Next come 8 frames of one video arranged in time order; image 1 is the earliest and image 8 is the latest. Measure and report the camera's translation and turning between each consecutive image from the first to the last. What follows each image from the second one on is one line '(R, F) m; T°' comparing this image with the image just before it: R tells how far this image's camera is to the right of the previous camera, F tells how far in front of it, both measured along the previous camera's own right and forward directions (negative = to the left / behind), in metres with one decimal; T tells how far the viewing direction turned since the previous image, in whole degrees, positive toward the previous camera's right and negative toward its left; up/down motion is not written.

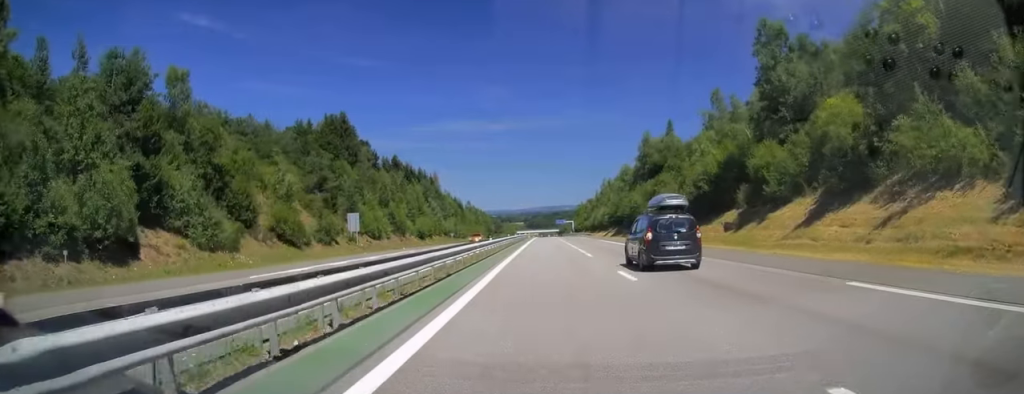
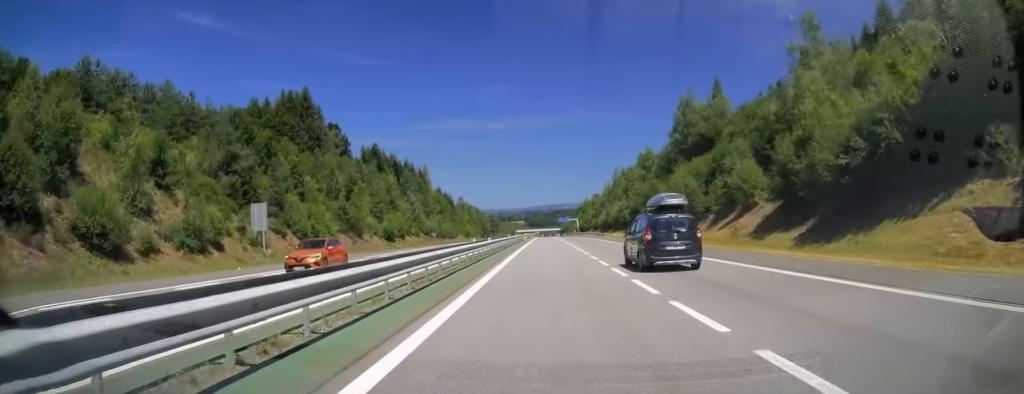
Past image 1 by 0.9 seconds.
(-0.1, +29.0) m; -1°
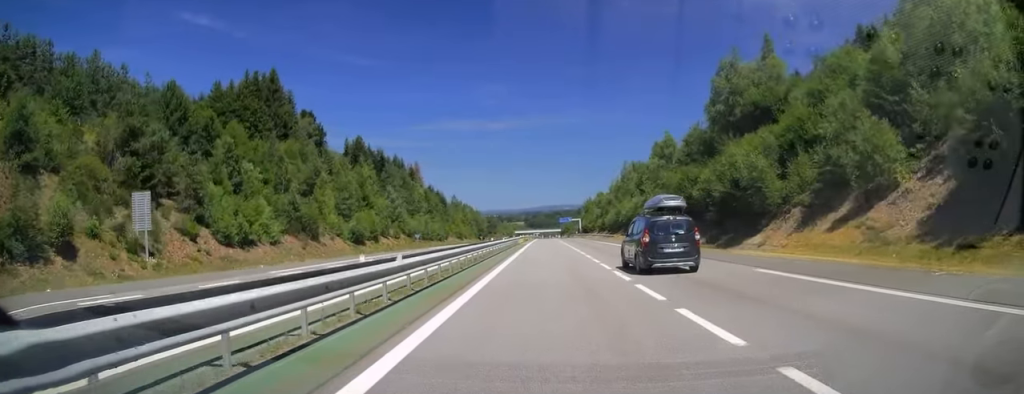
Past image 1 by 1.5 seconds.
(-0.2, +18.1) m; 0°
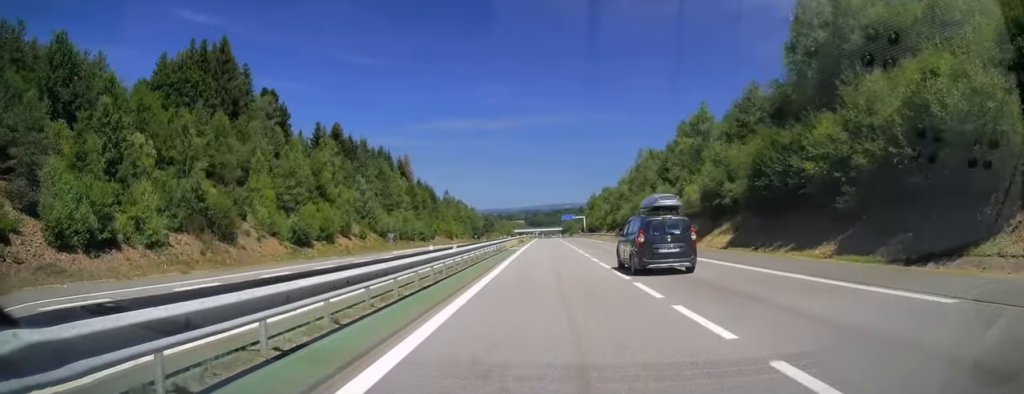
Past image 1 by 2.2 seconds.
(+0.2, +21.2) m; 0°
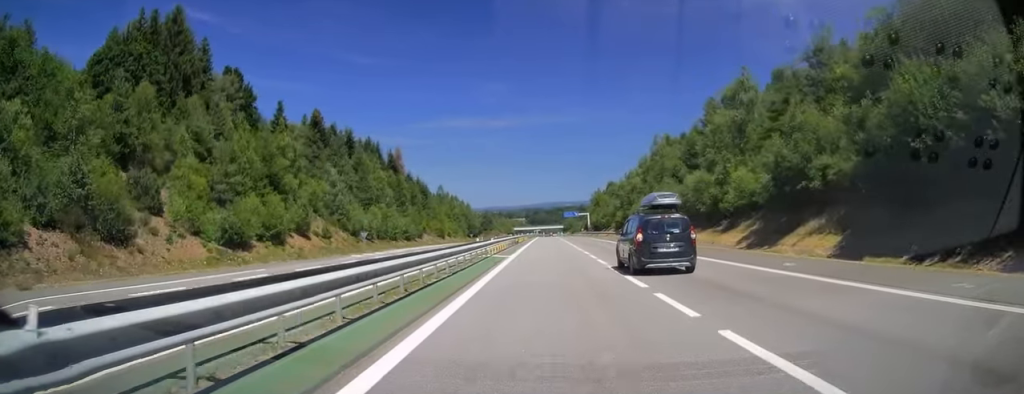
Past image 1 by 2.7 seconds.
(+0.1, +15.5) m; 0°
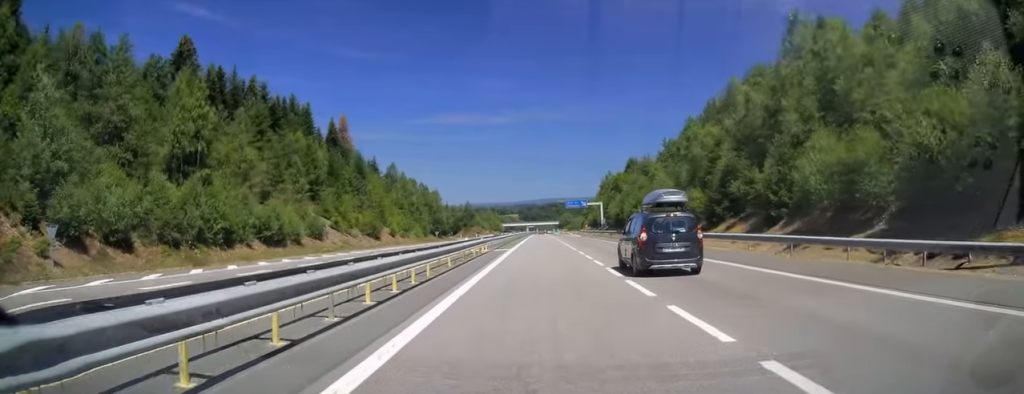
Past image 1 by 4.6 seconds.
(-0.8, +57.7) m; 0°
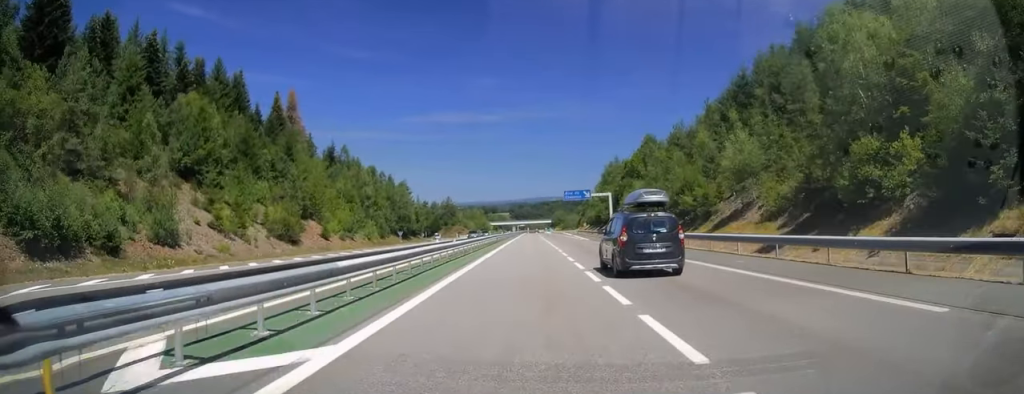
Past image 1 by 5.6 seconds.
(+0.7, +31.1) m; +1°
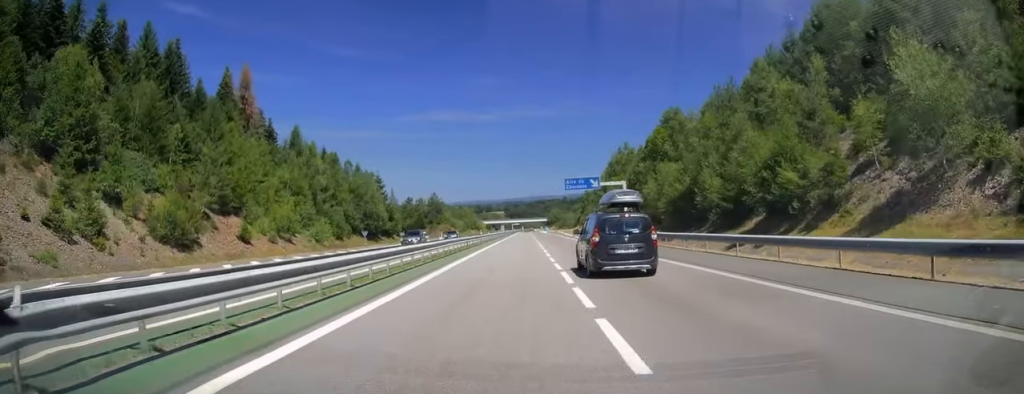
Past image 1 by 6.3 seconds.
(0.0, +21.7) m; 0°
